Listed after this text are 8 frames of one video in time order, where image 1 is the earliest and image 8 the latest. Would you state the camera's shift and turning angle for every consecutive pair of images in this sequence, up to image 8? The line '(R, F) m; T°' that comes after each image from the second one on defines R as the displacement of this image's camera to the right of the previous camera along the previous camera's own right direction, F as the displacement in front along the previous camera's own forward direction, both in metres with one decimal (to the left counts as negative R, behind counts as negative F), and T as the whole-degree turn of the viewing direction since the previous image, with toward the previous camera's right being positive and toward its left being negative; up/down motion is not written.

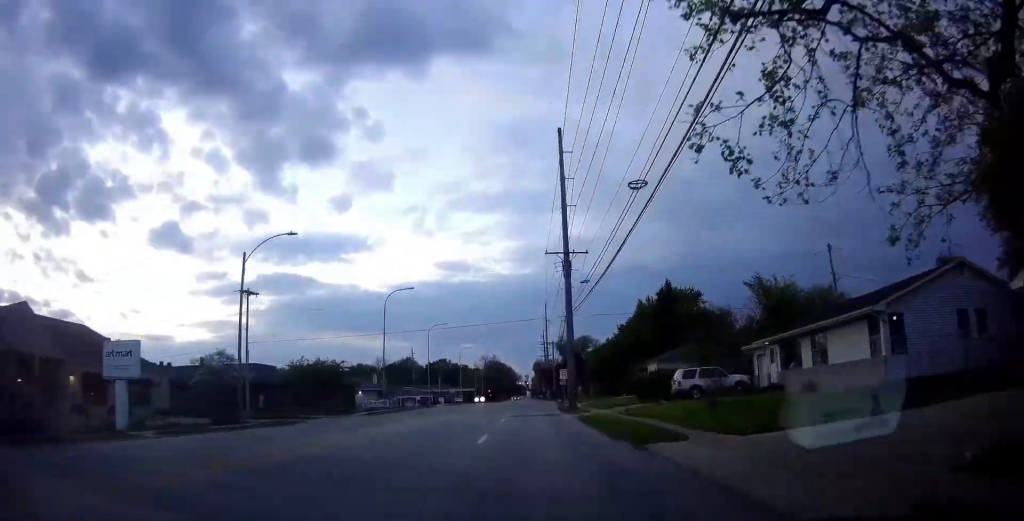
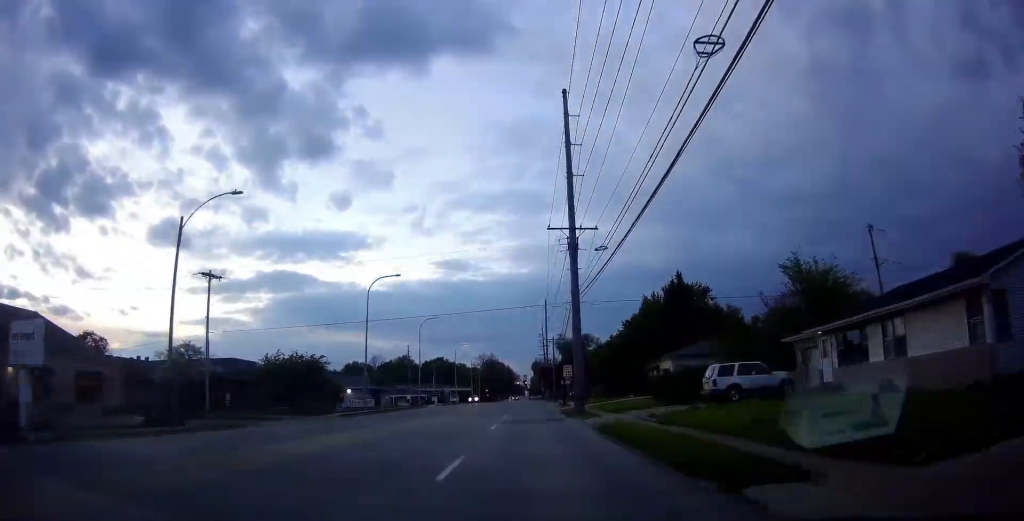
(0.0, +6.5) m; 0°
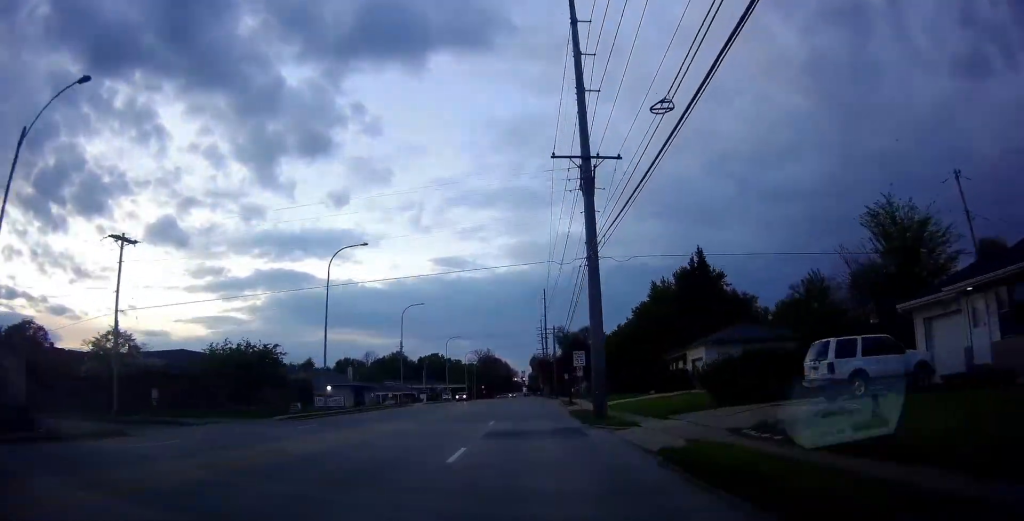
(0.0, +10.5) m; -1°
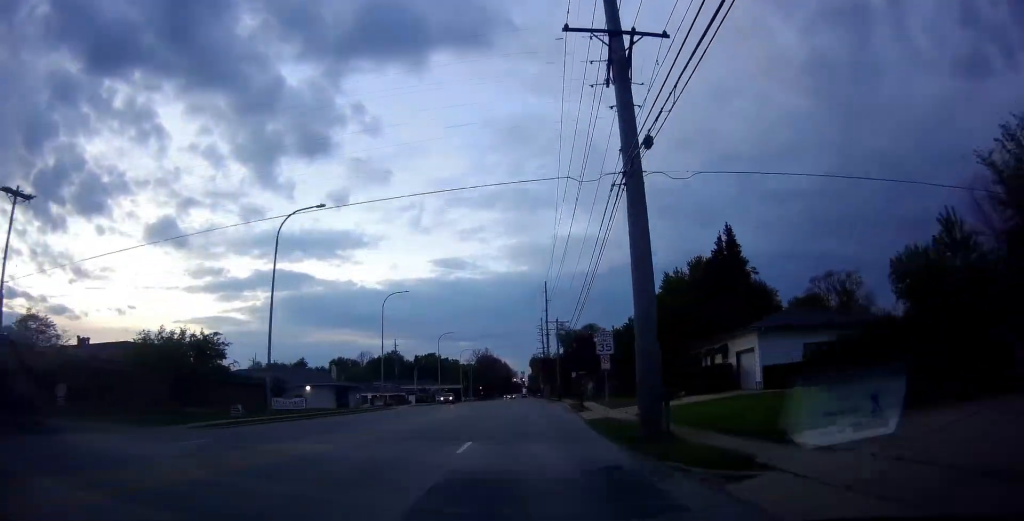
(+0.1, +9.9) m; -2°
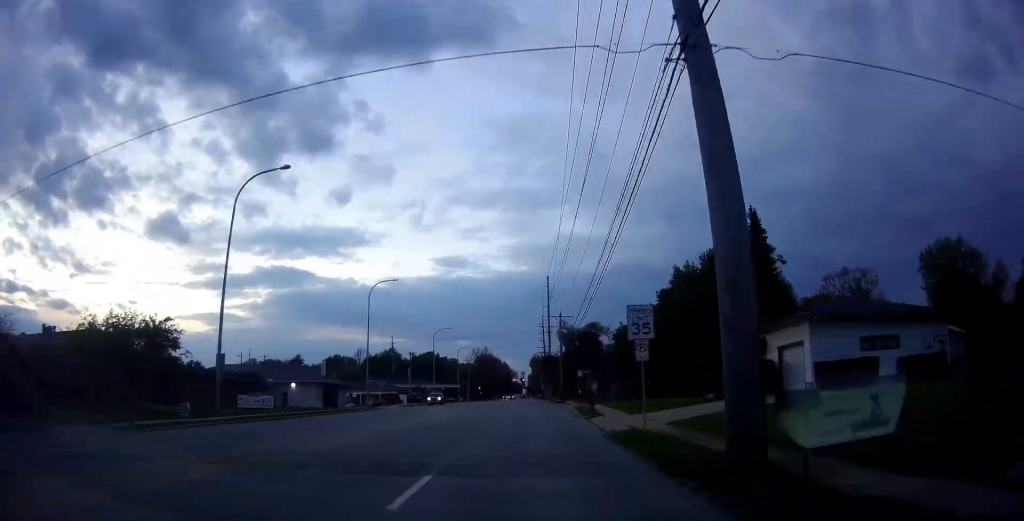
(-0.3, +6.4) m; 0°
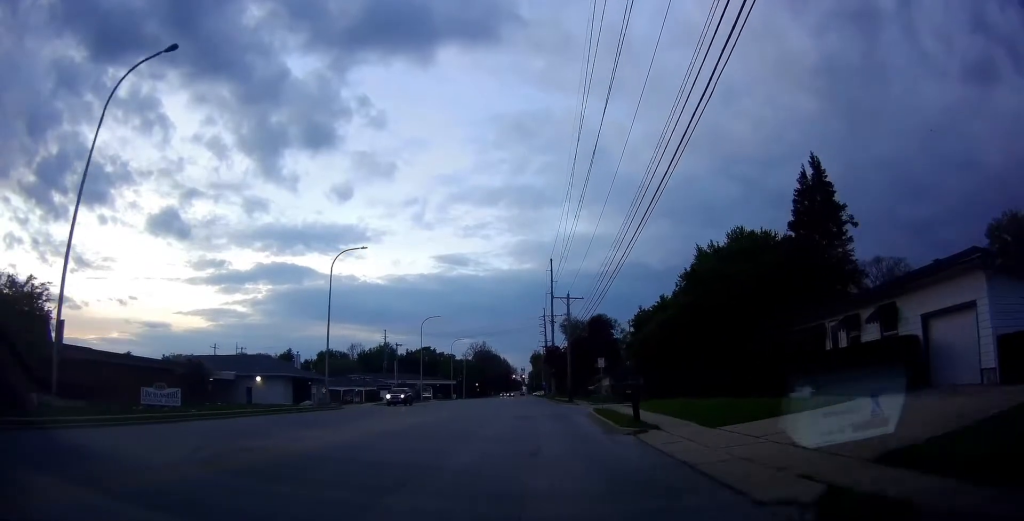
(-0.3, +12.3) m; +1°
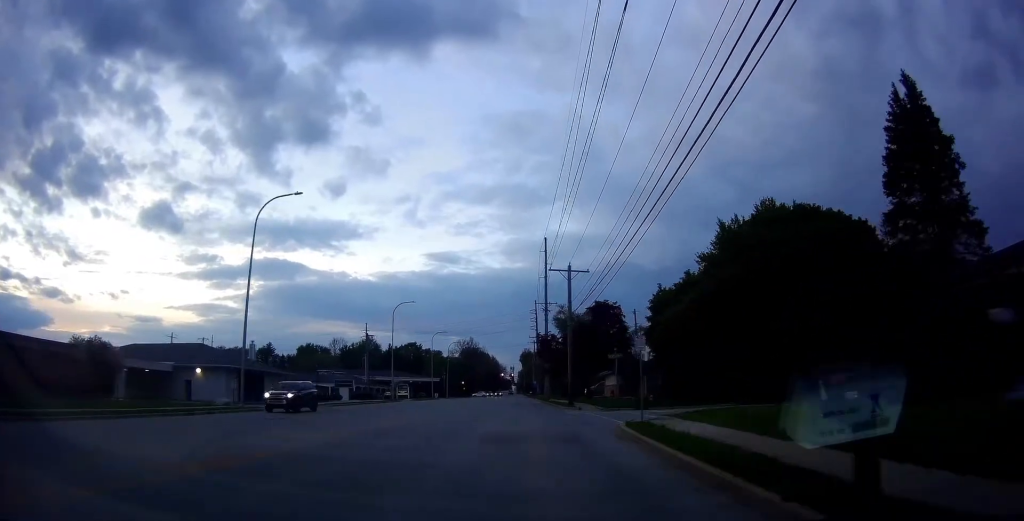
(+0.6, +12.9) m; +3°
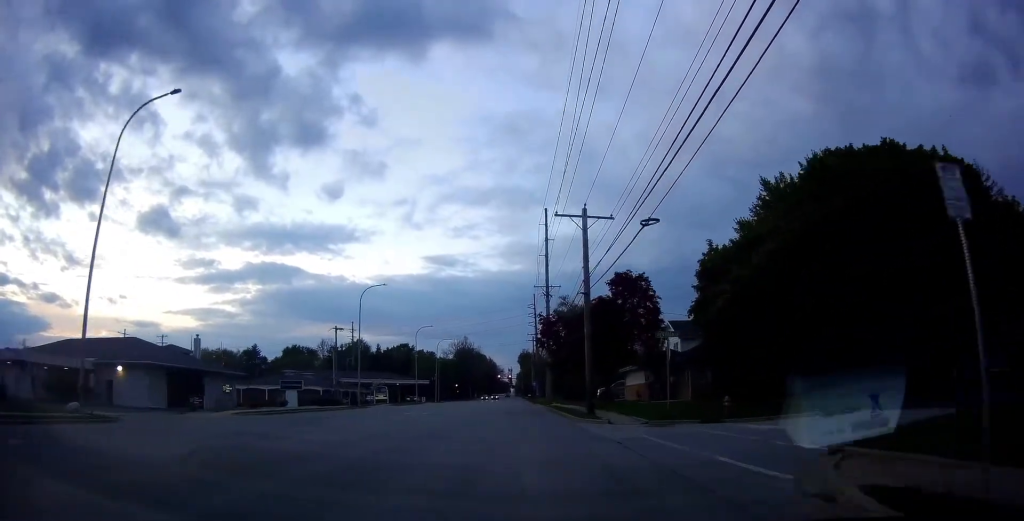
(+0.1, +14.6) m; +3°
